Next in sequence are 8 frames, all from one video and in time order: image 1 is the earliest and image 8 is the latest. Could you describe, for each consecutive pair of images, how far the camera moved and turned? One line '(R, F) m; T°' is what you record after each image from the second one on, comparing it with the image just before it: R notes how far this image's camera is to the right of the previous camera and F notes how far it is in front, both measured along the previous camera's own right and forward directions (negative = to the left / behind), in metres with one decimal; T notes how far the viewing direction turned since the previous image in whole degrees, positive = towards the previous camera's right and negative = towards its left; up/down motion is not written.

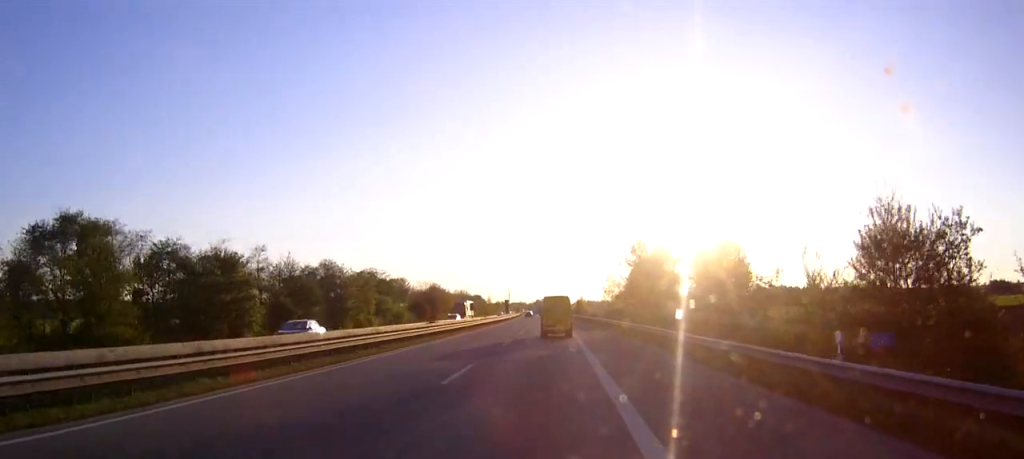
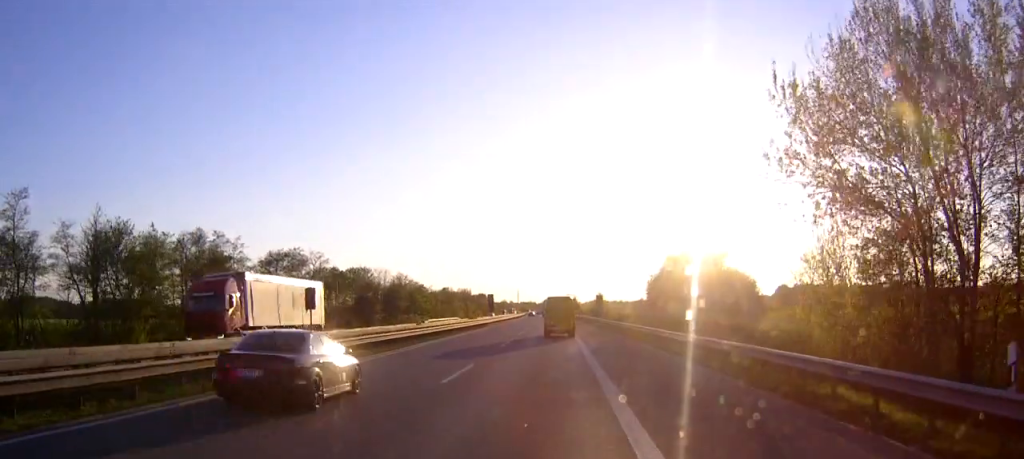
(-0.1, +54.0) m; 0°
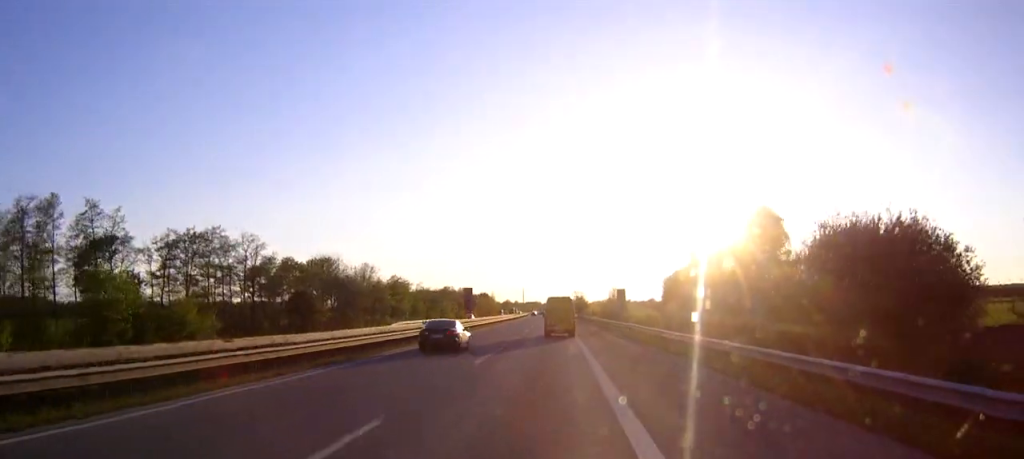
(-0.2, +31.0) m; 0°
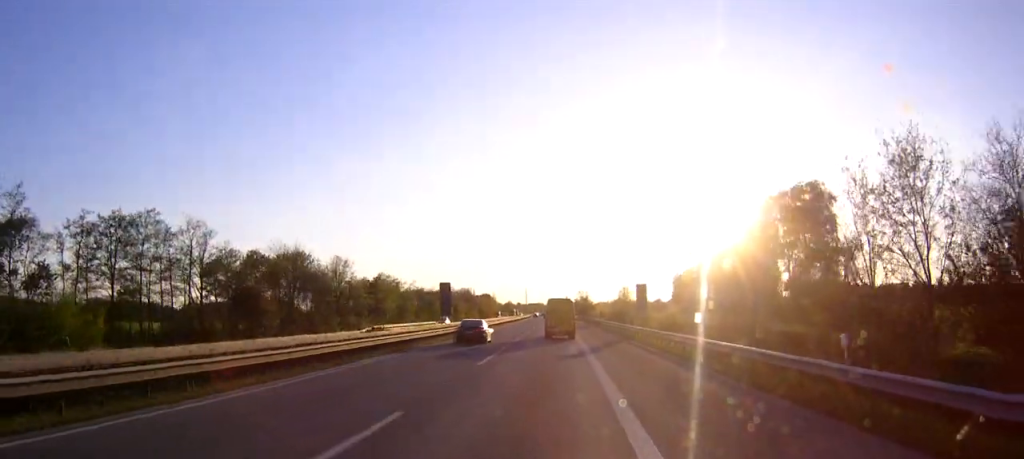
(0.0, +17.1) m; 0°
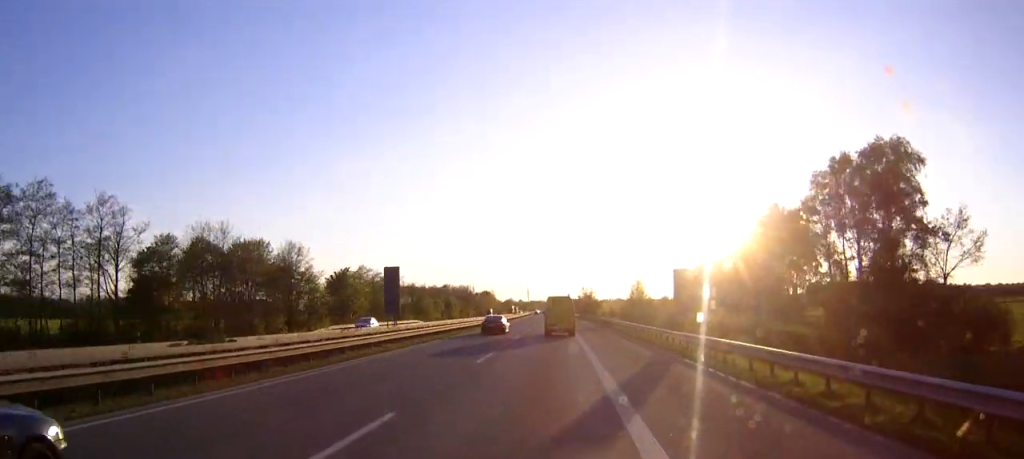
(0.0, +20.0) m; 0°
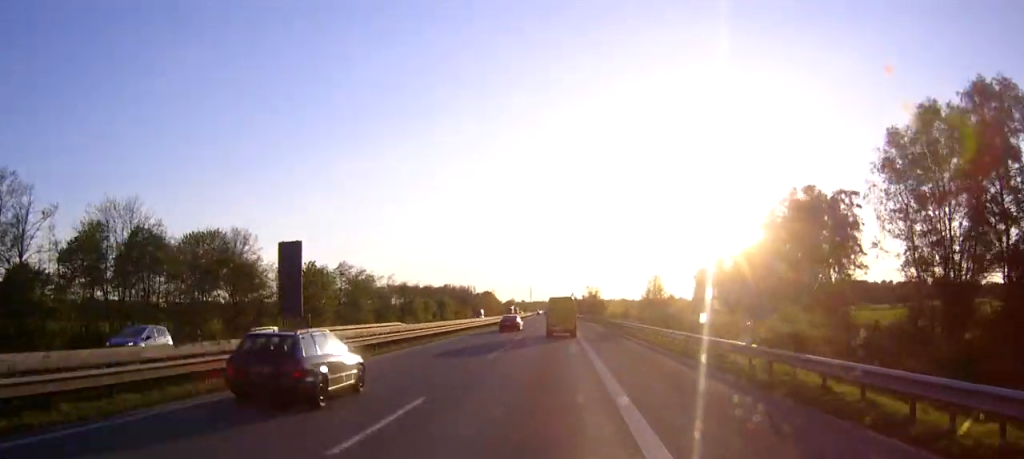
(-0.1, +16.8) m; 0°
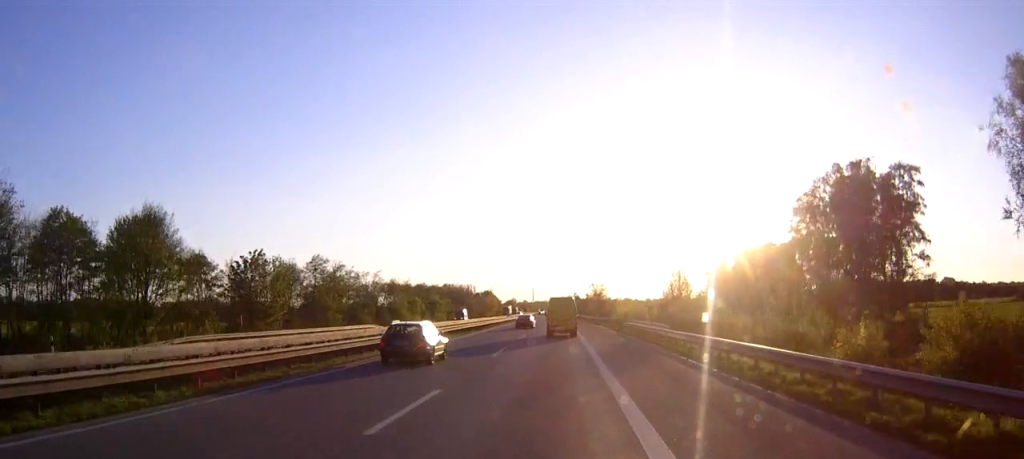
(-0.1, +18.7) m; 0°
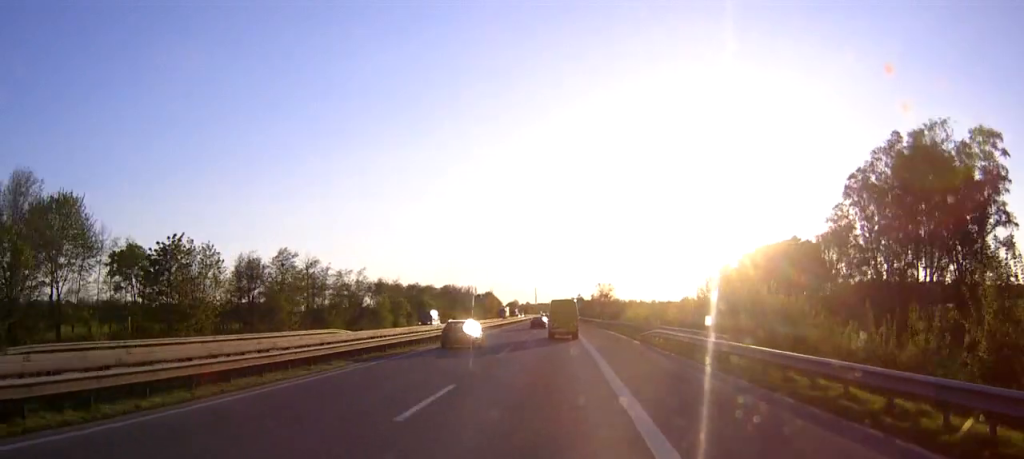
(-0.1, +19.5) m; 0°
